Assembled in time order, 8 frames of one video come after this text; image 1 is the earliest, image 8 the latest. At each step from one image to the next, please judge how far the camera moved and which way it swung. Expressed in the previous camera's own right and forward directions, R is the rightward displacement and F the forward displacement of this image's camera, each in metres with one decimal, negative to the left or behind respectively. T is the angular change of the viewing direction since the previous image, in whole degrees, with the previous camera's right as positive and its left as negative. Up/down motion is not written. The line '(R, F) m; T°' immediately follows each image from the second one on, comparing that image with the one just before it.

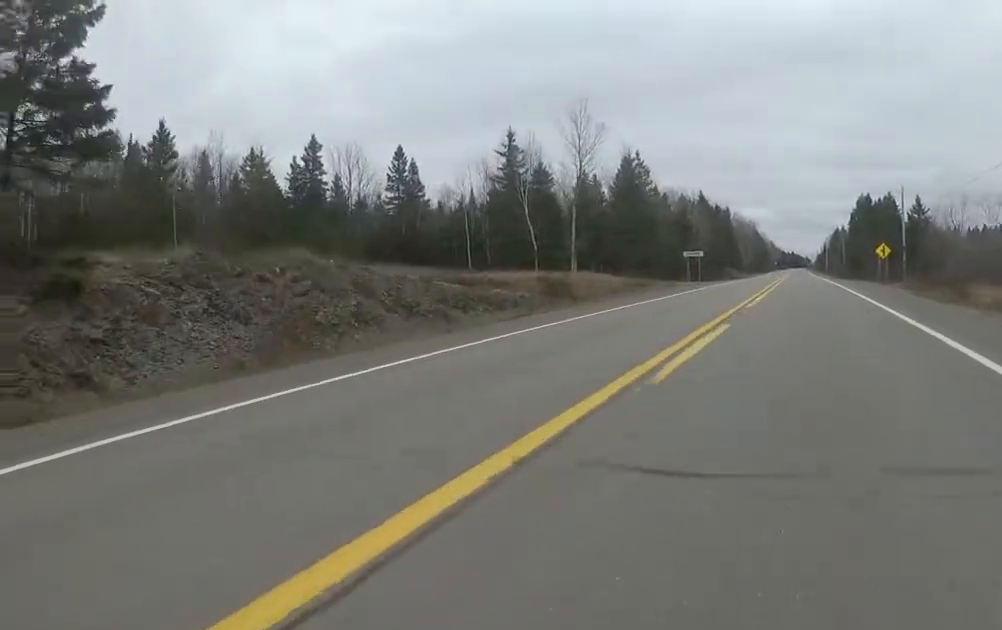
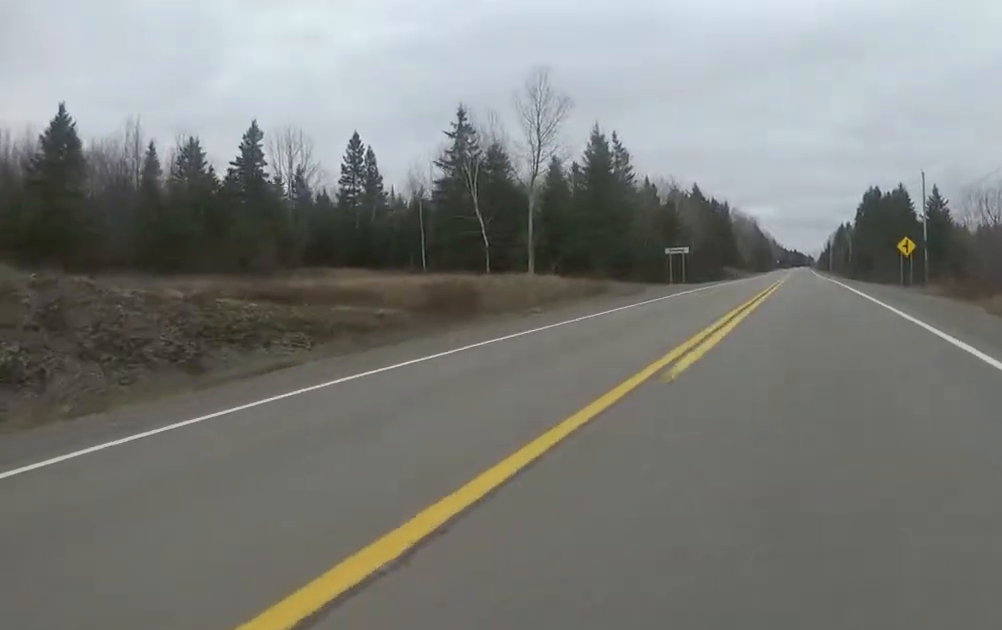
(-0.6, +8.8) m; -4°
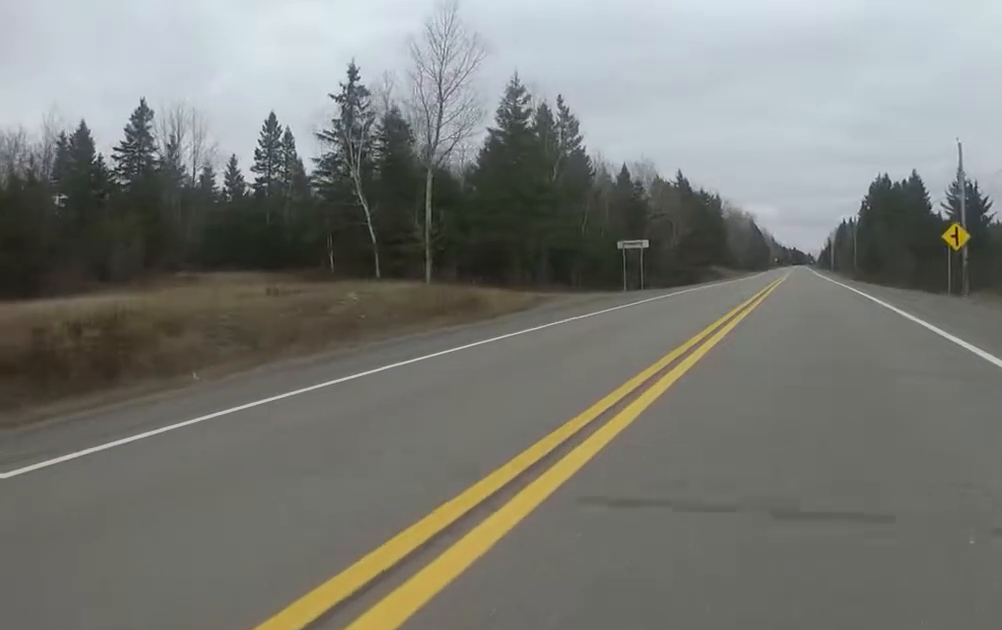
(+0.1, +12.7) m; +1°
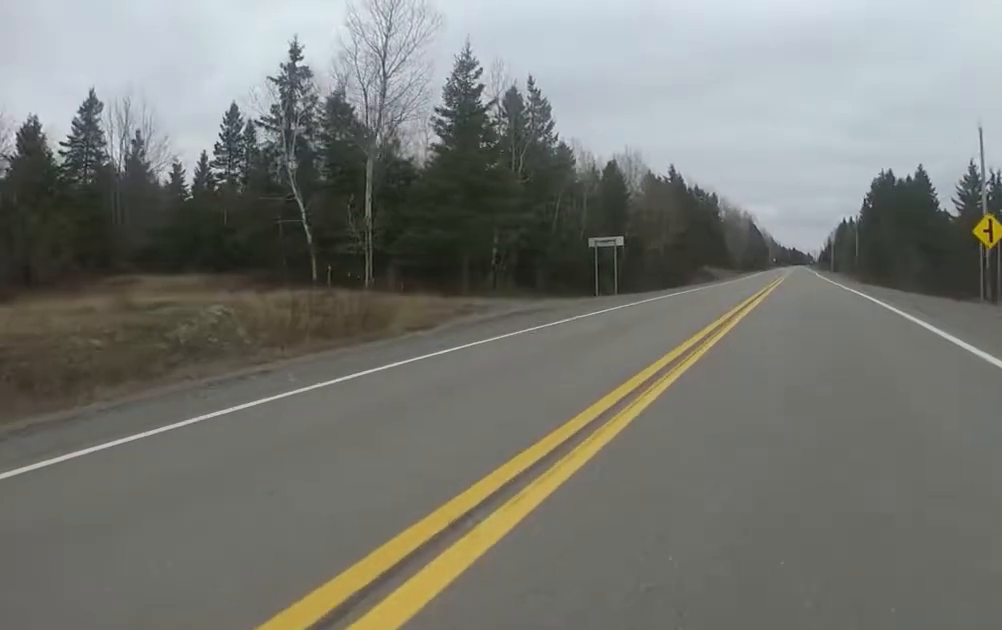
(0.0, +4.9) m; 0°
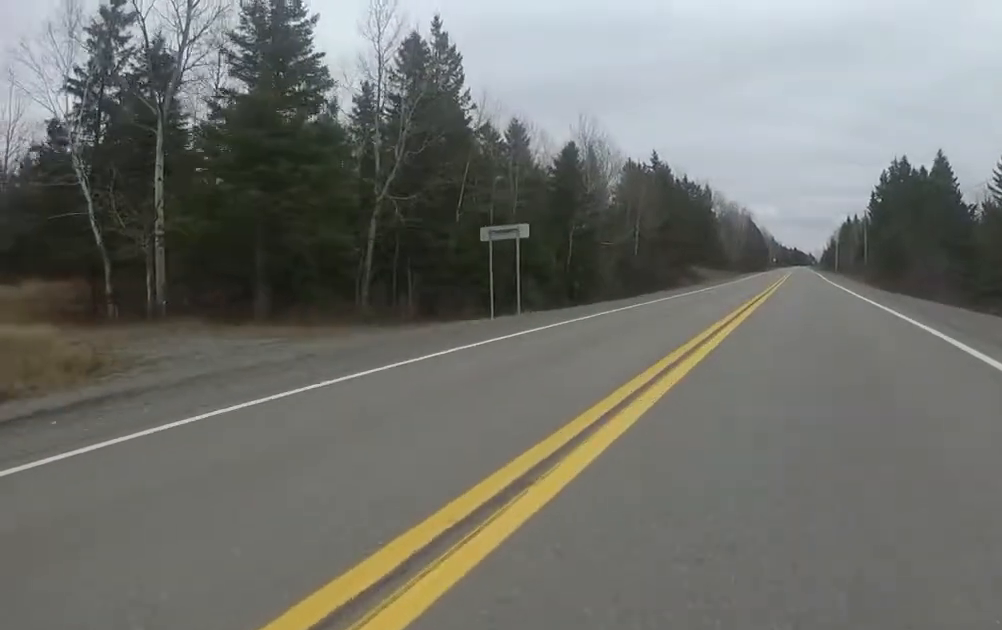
(0.0, +11.0) m; 0°
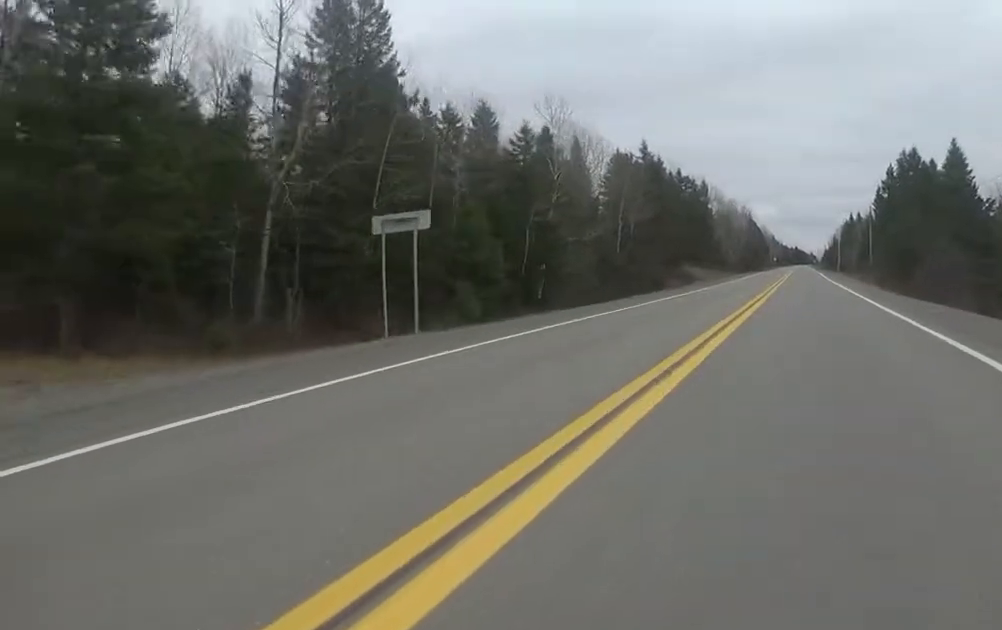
(0.0, +5.6) m; 0°
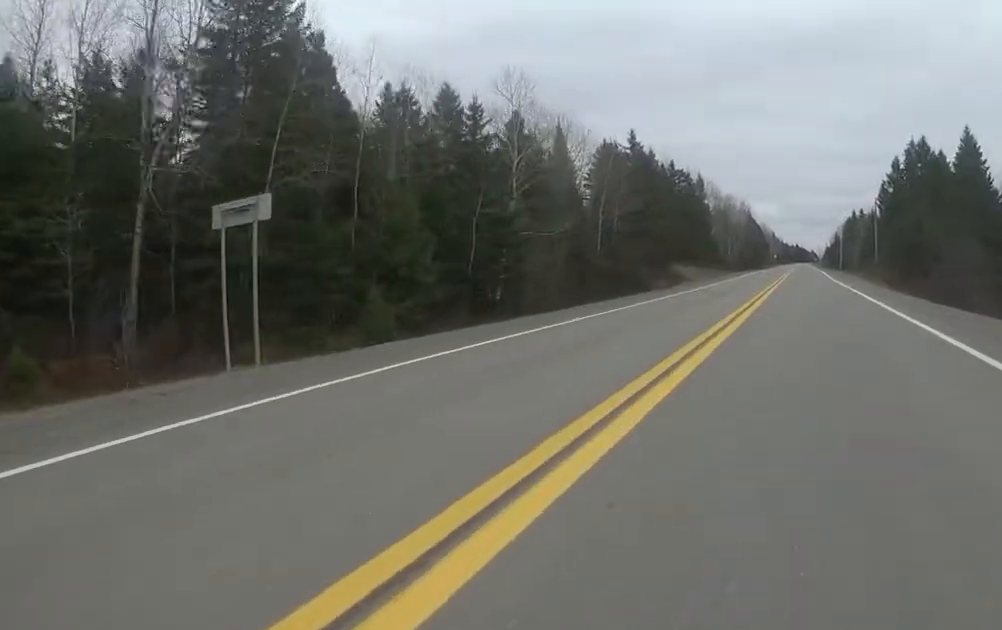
(0.0, +4.8) m; 0°
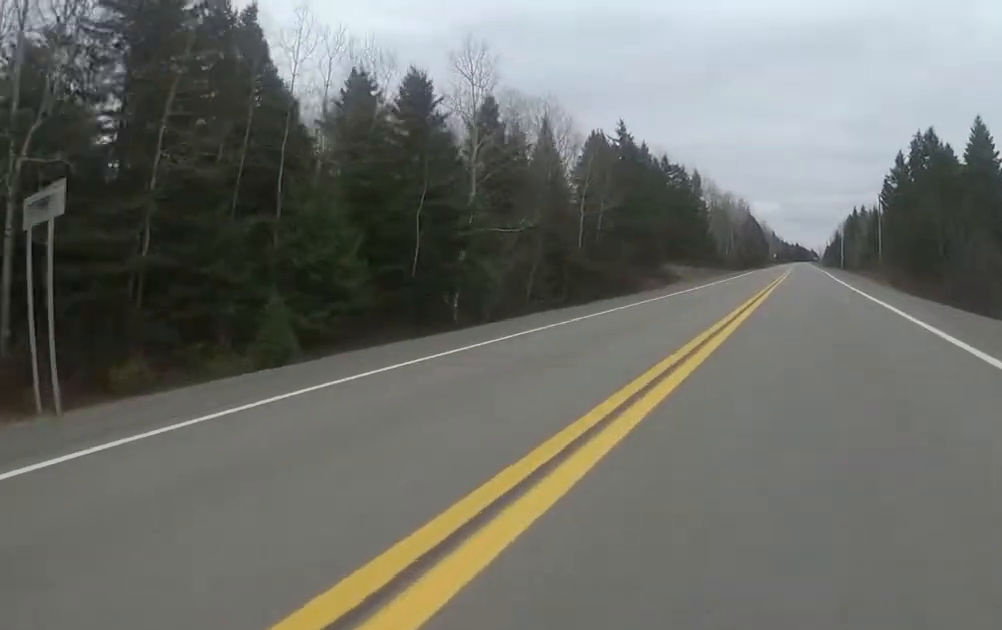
(0.0, +3.7) m; 0°
